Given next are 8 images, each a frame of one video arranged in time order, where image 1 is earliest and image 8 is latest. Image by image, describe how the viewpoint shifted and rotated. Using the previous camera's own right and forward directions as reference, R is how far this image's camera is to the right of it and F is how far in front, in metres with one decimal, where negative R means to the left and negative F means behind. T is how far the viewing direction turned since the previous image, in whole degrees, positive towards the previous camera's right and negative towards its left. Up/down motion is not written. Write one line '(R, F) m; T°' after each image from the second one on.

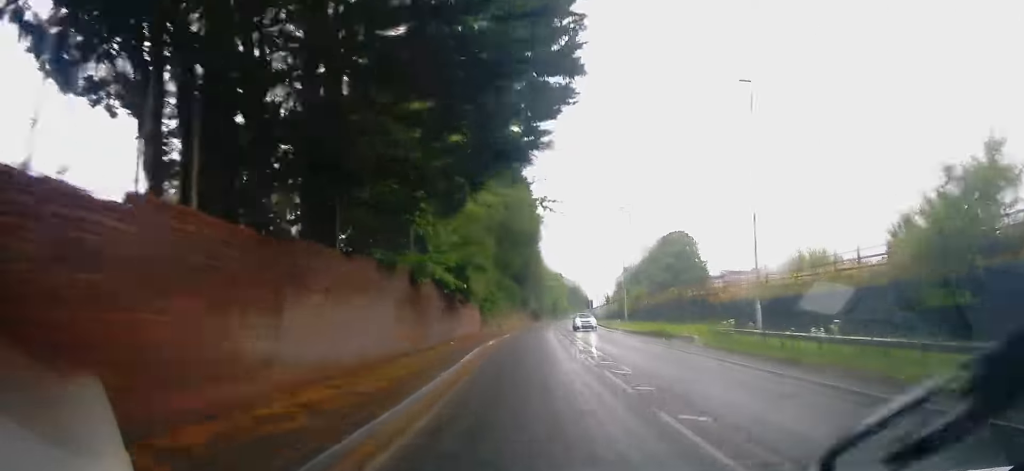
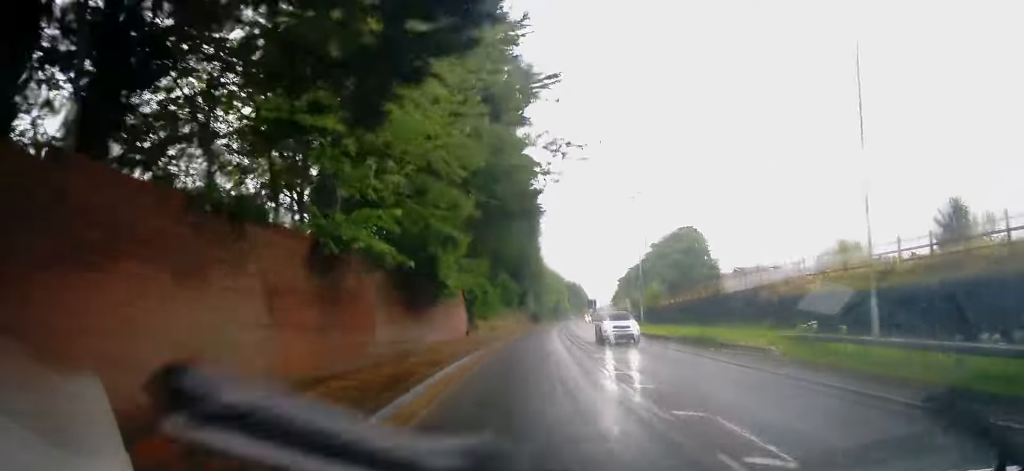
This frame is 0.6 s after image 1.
(+0.1, +8.3) m; +1°
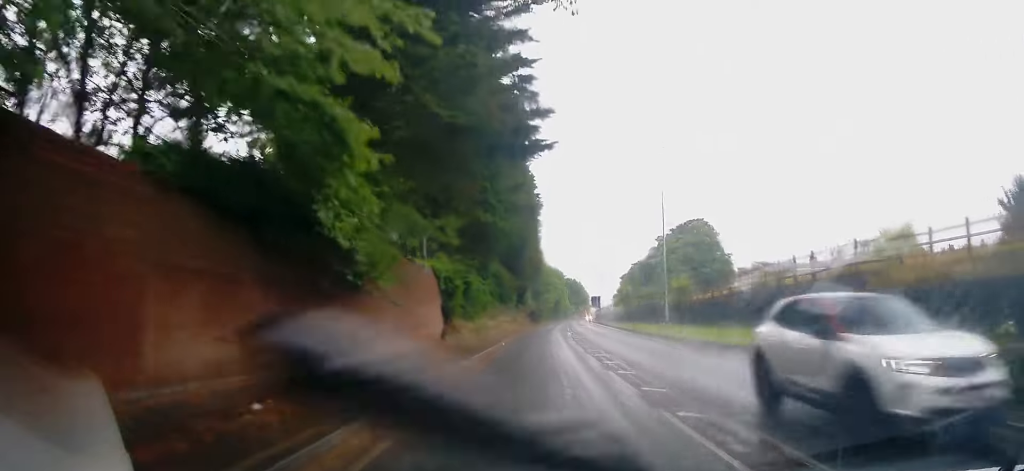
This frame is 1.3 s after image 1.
(+0.1, +9.2) m; -1°
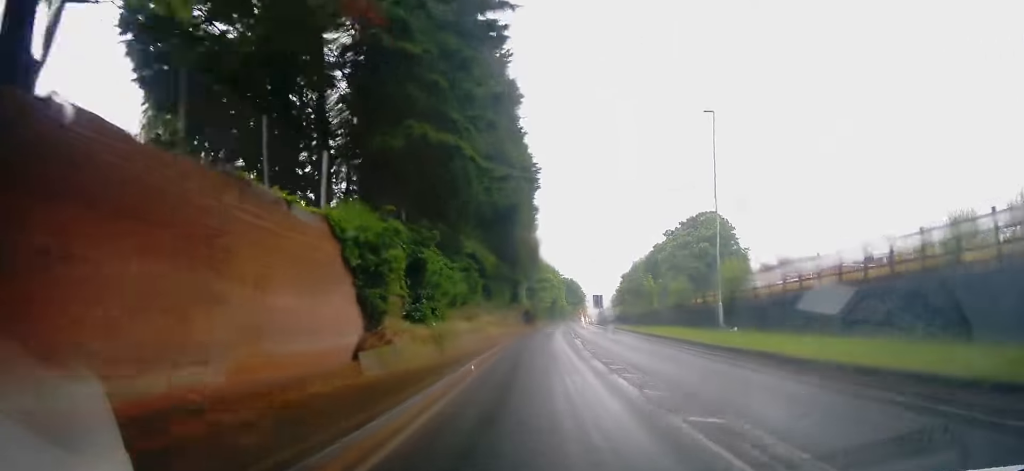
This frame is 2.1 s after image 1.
(-0.2, +11.9) m; -2°
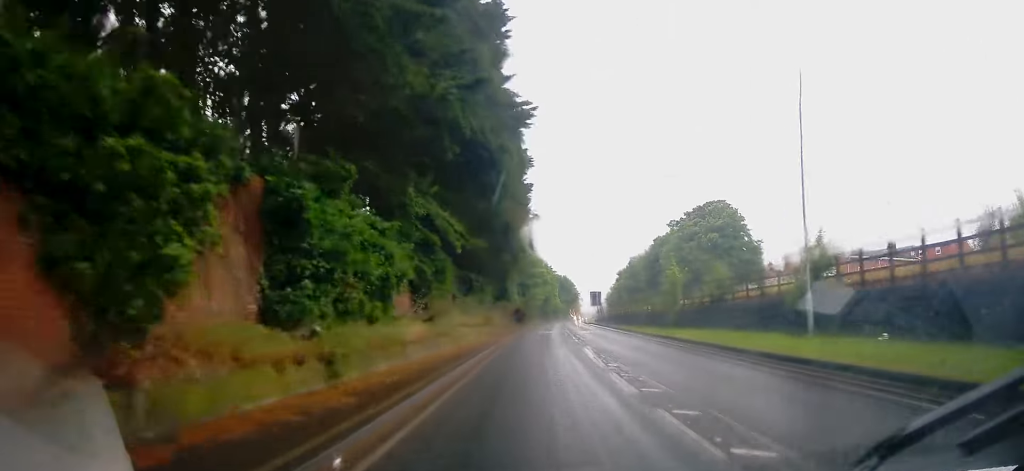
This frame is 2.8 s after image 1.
(-0.2, +9.7) m; -1°
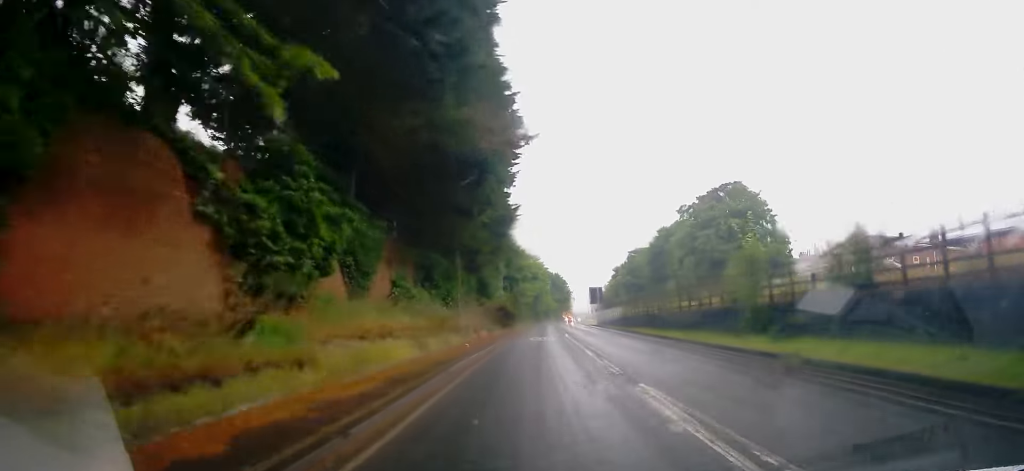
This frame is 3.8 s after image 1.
(+0.1, +14.0) m; +2°
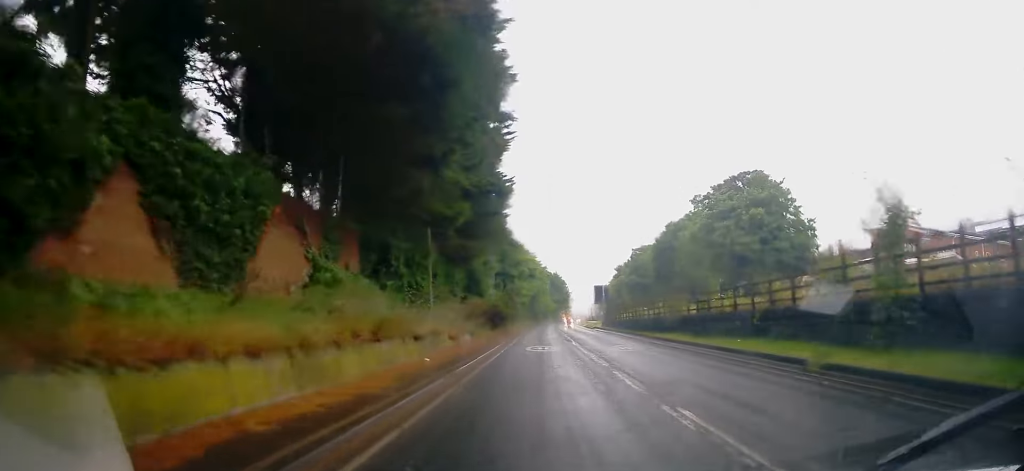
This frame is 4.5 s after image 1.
(+0.3, +8.9) m; +2°
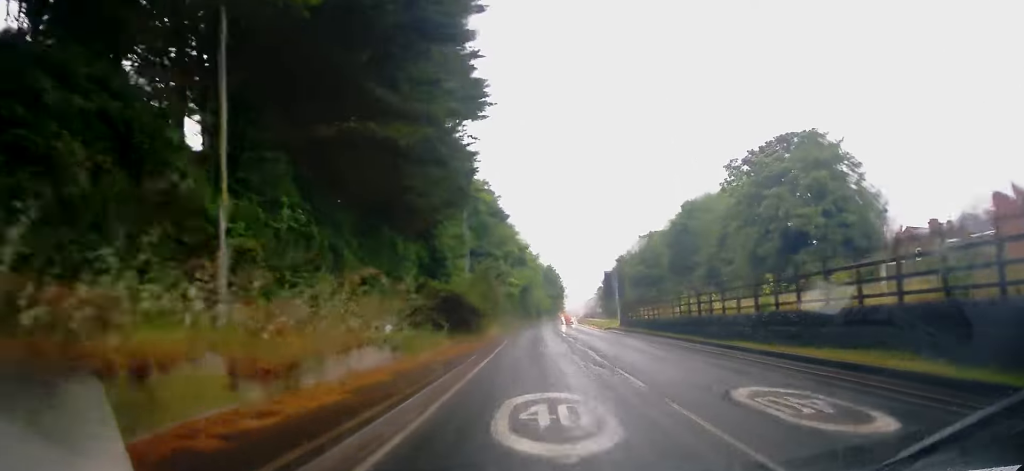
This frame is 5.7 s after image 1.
(+0.2, +17.3) m; +2°
